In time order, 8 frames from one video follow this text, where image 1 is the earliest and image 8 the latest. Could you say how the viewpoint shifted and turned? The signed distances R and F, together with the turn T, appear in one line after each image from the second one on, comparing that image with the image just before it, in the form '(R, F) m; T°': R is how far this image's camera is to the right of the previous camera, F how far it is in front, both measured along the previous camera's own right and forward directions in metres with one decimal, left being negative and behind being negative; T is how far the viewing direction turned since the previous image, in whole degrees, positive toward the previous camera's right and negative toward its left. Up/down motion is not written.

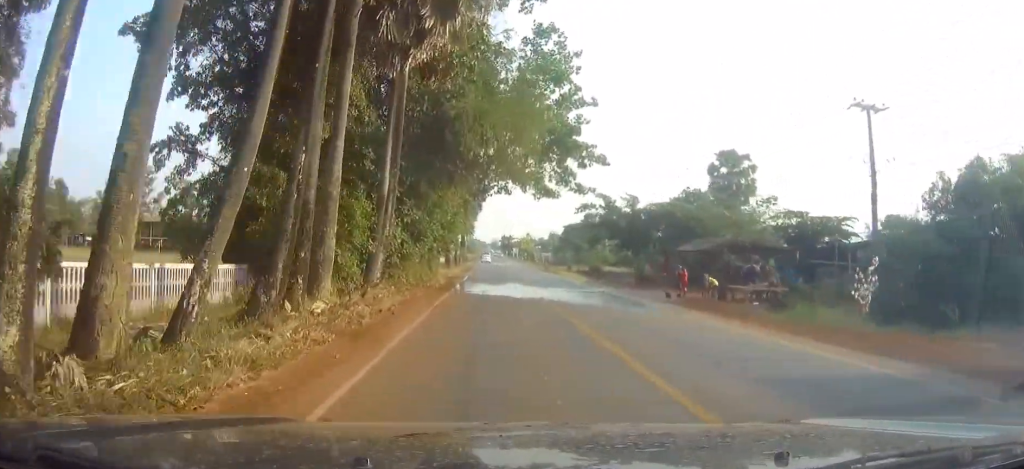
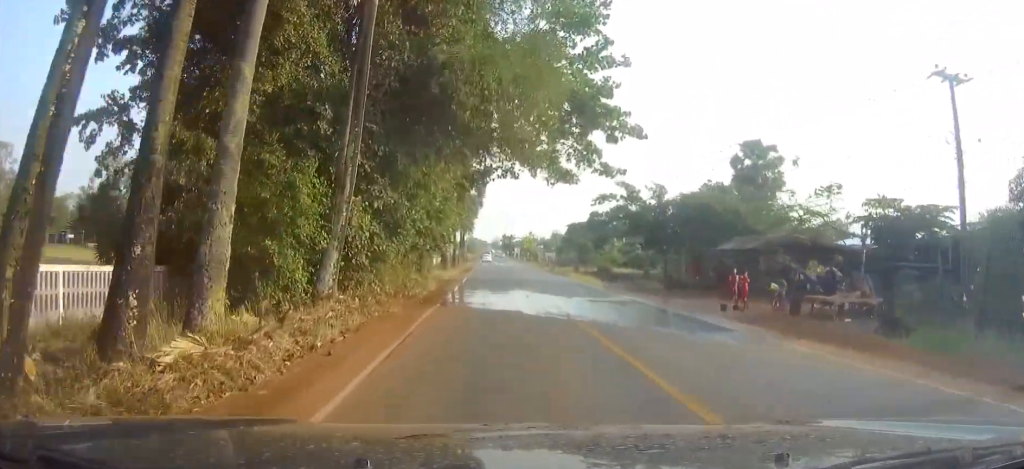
(0.0, +6.8) m; -1°
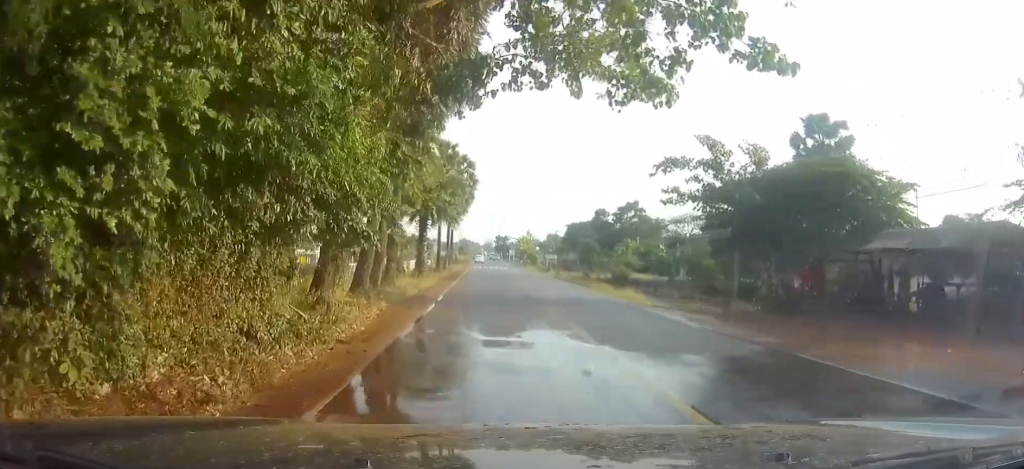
(-0.4, +15.1) m; -2°
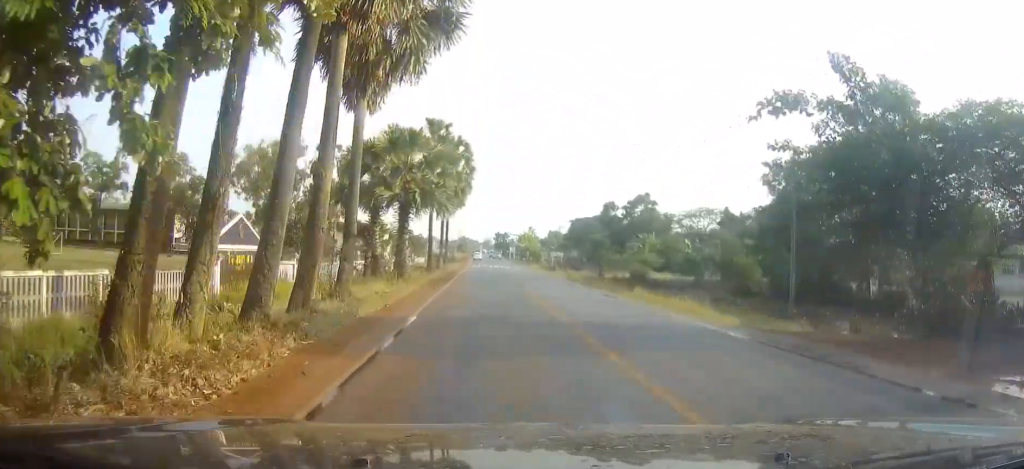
(-0.1, +9.7) m; 0°
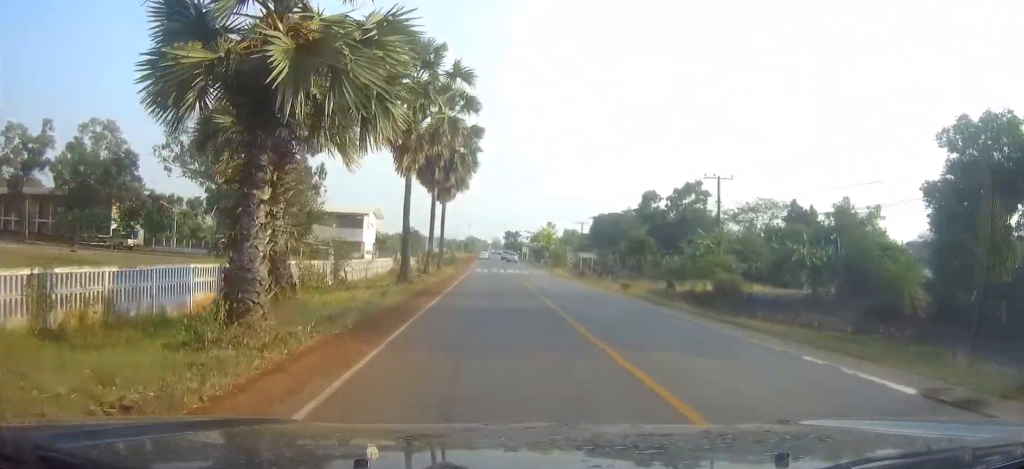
(+0.5, +22.5) m; +2°
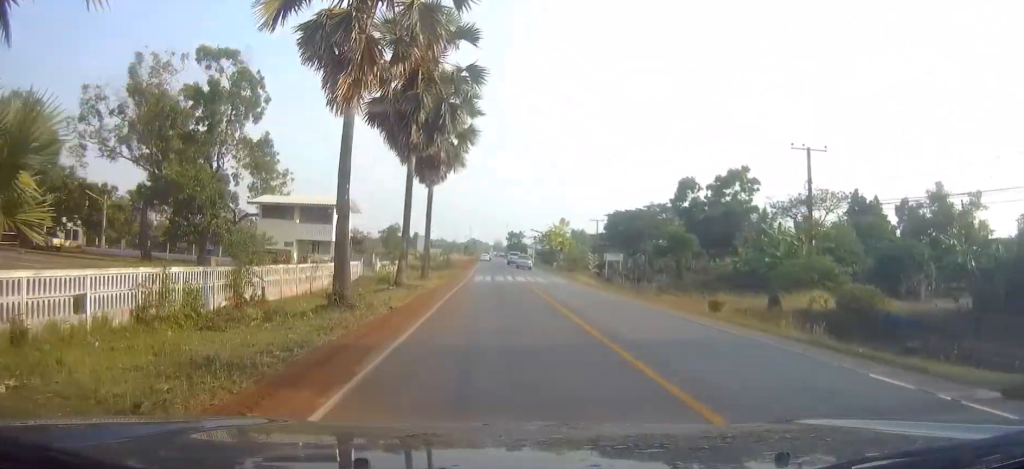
(+0.2, +16.3) m; +1°
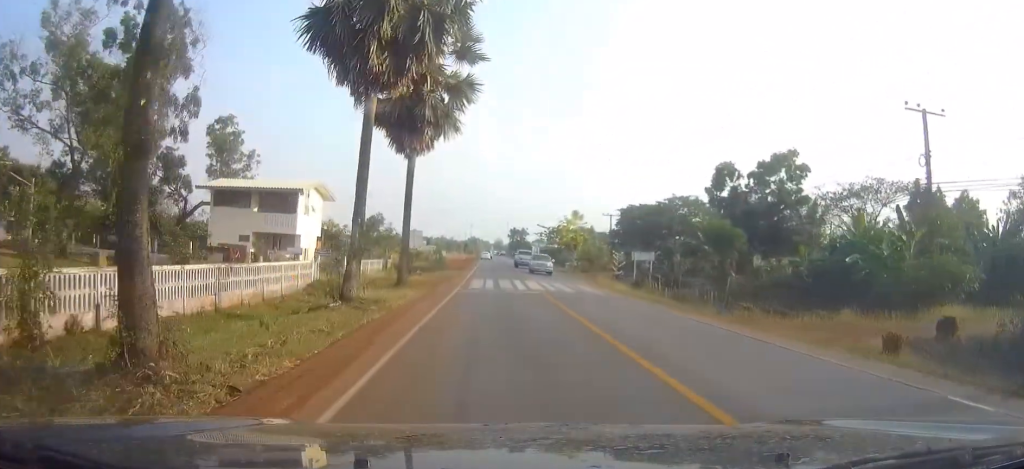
(0.0, +12.2) m; 0°
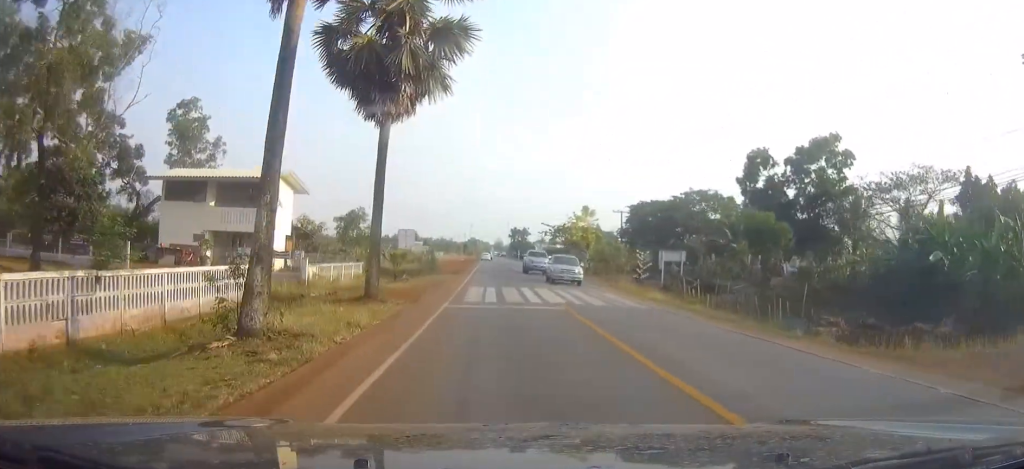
(+0.1, +8.4) m; 0°
